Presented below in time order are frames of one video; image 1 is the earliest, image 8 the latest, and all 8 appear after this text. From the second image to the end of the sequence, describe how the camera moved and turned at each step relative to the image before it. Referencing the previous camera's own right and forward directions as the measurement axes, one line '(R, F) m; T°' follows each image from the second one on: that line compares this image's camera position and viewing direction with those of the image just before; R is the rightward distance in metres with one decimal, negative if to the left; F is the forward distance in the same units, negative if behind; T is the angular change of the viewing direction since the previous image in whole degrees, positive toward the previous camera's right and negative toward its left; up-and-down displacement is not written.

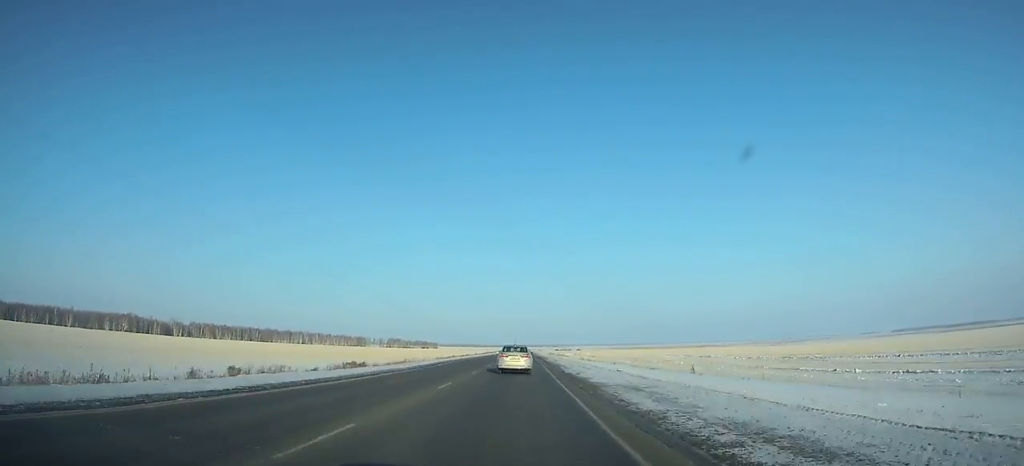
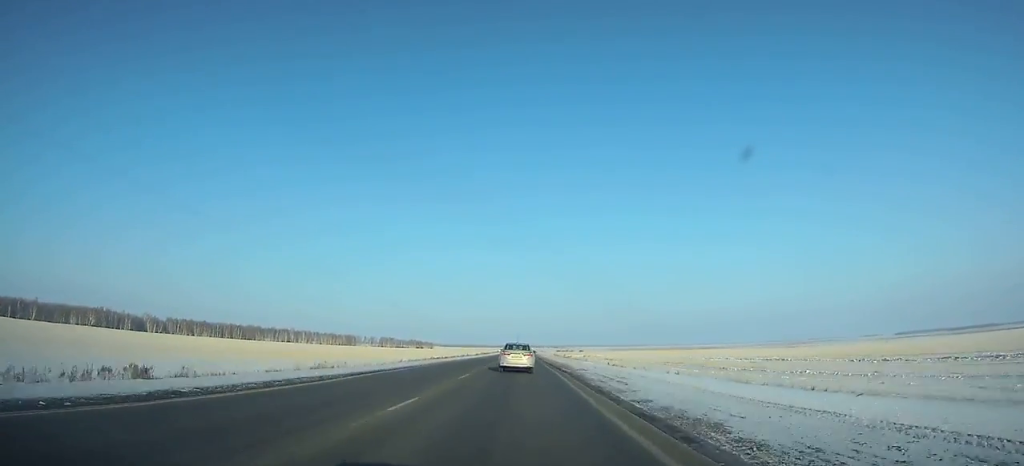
(0.0, +42.8) m; 0°
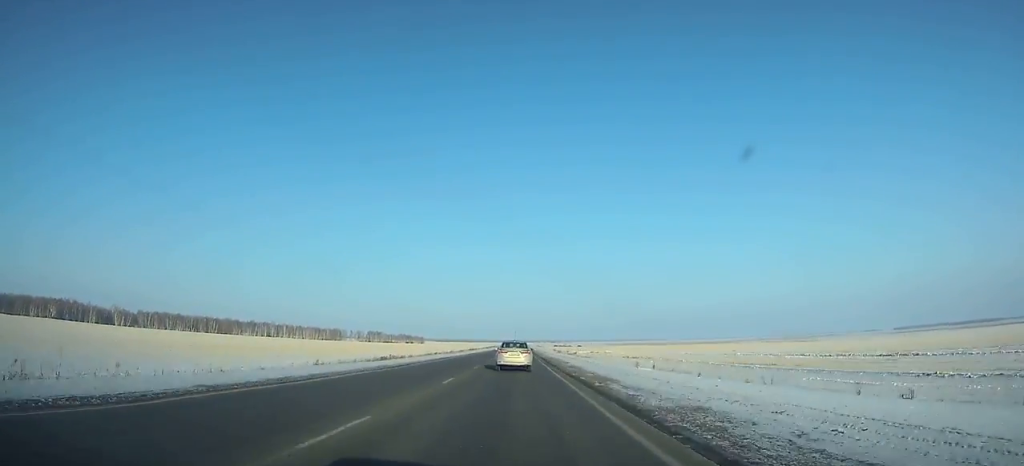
(+0.1, +40.2) m; 0°
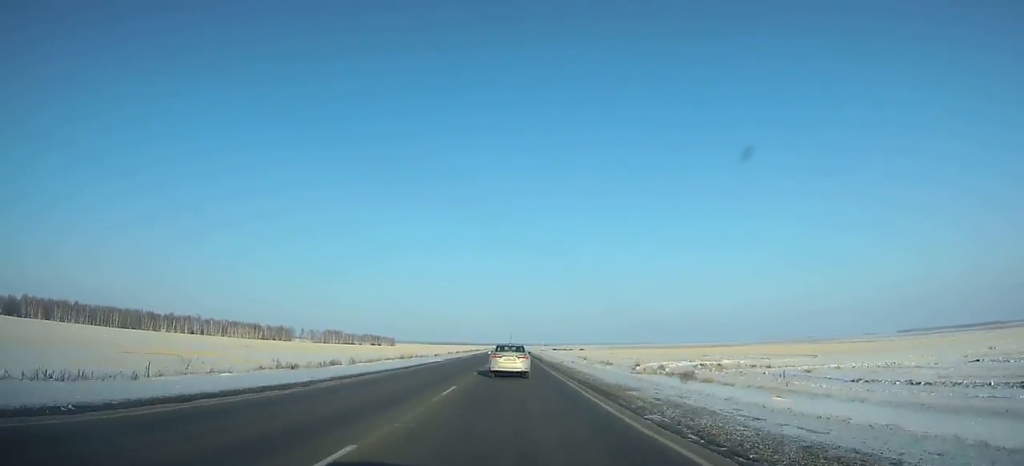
(+0.5, +133.2) m; +1°
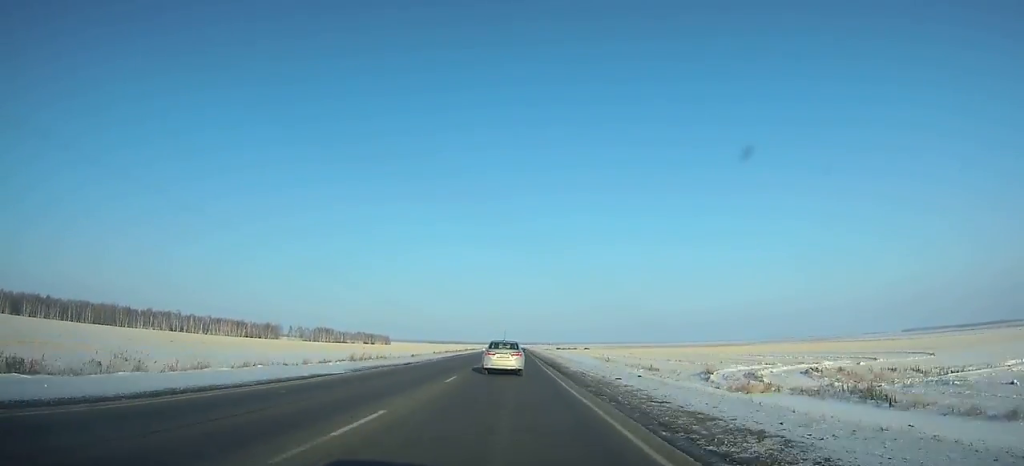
(+0.1, +31.6) m; 0°
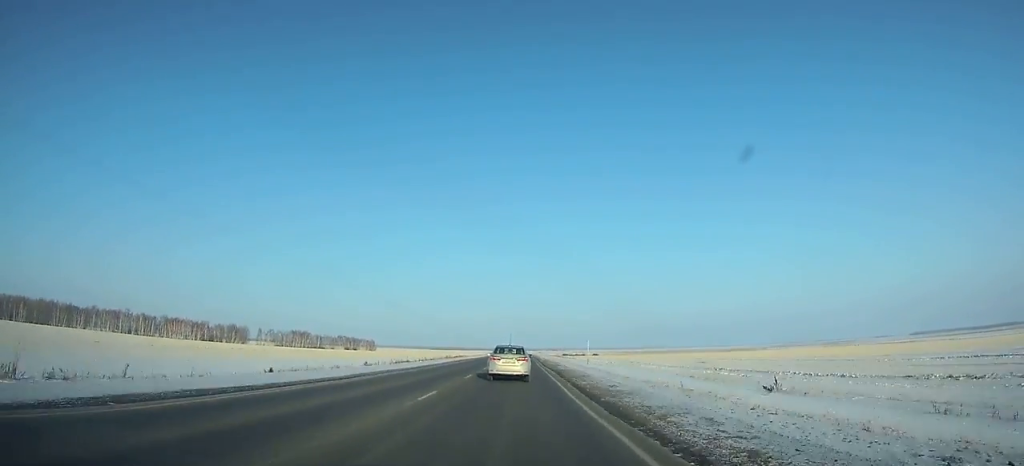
(0.0, +64.9) m; 0°
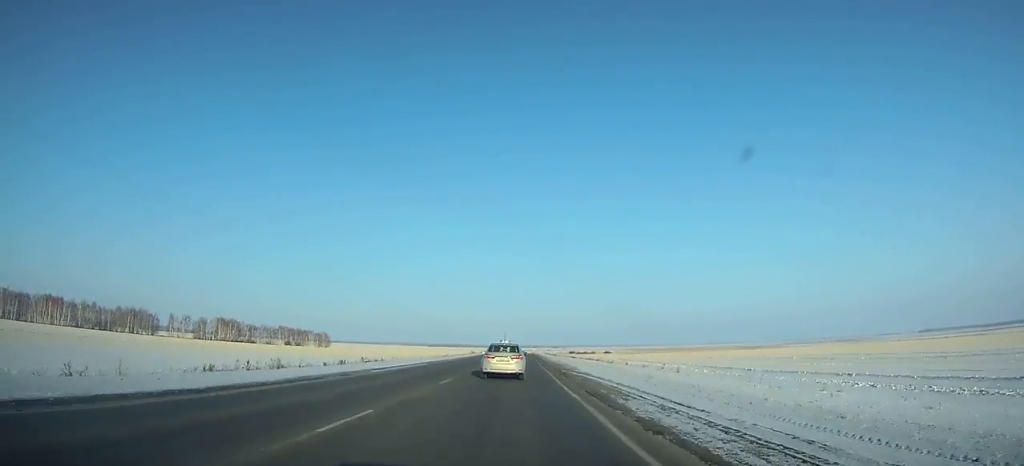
(0.0, +113.5) m; 0°
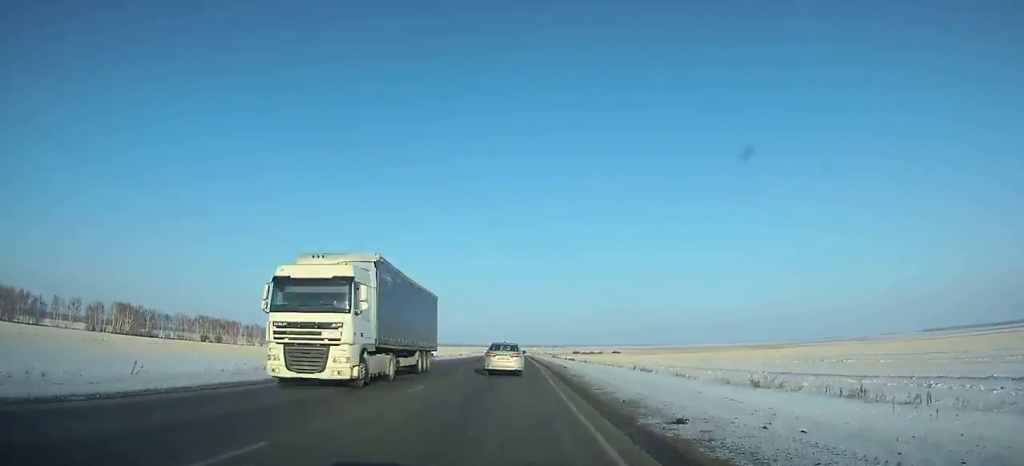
(0.0, +89.7) m; 0°
